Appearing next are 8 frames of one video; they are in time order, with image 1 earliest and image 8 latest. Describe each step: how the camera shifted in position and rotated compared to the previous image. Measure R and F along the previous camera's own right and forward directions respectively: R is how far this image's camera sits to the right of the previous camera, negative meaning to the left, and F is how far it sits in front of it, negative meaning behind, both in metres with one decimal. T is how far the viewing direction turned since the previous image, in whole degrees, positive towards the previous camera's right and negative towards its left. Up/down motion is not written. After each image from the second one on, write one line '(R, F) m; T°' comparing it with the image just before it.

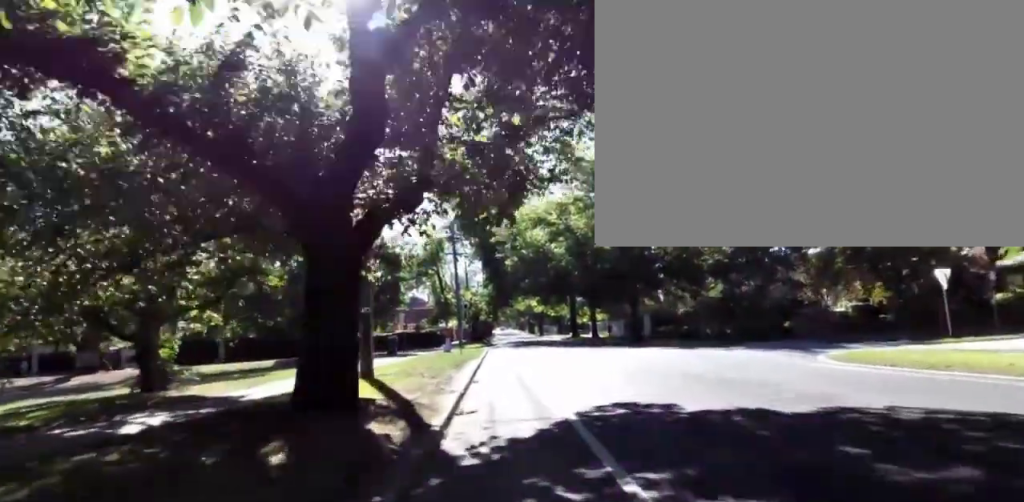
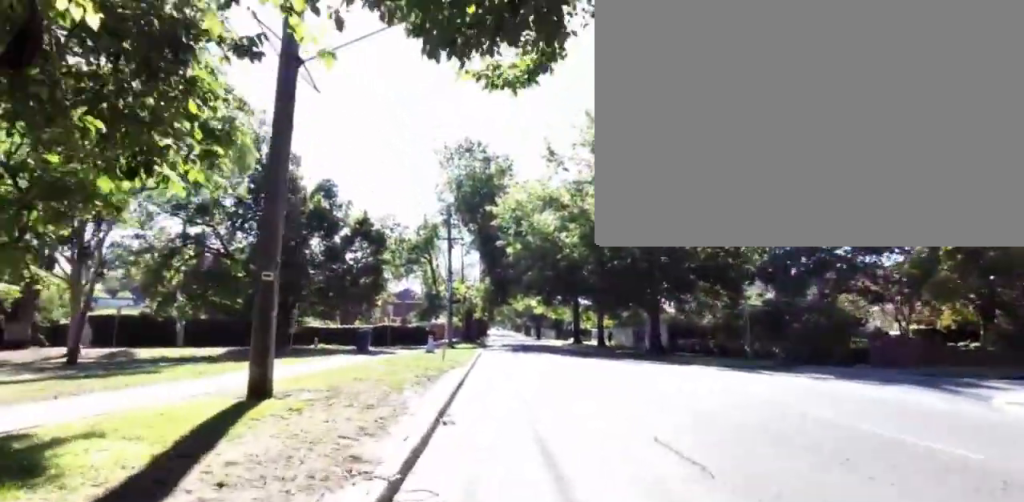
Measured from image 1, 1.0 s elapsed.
(0.0, +6.3) m; 0°
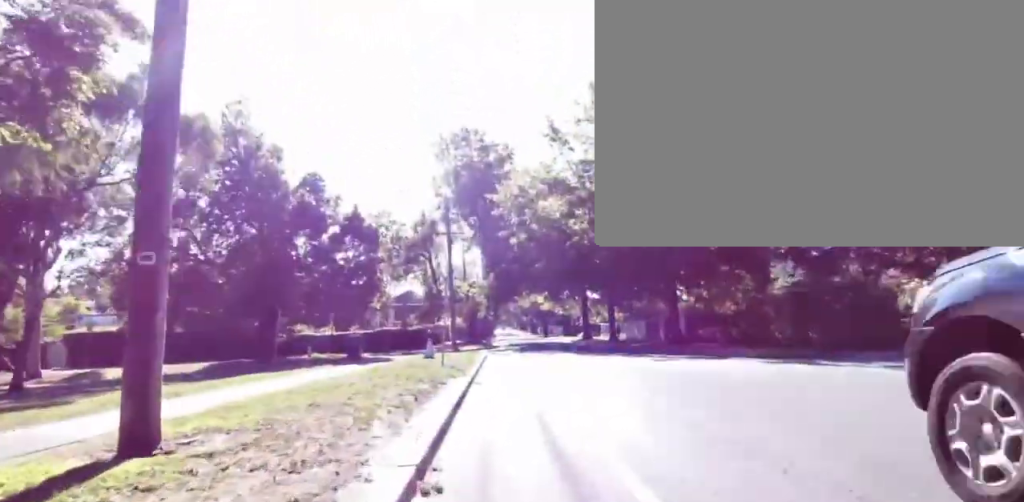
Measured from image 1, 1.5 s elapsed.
(0.0, +3.0) m; 0°
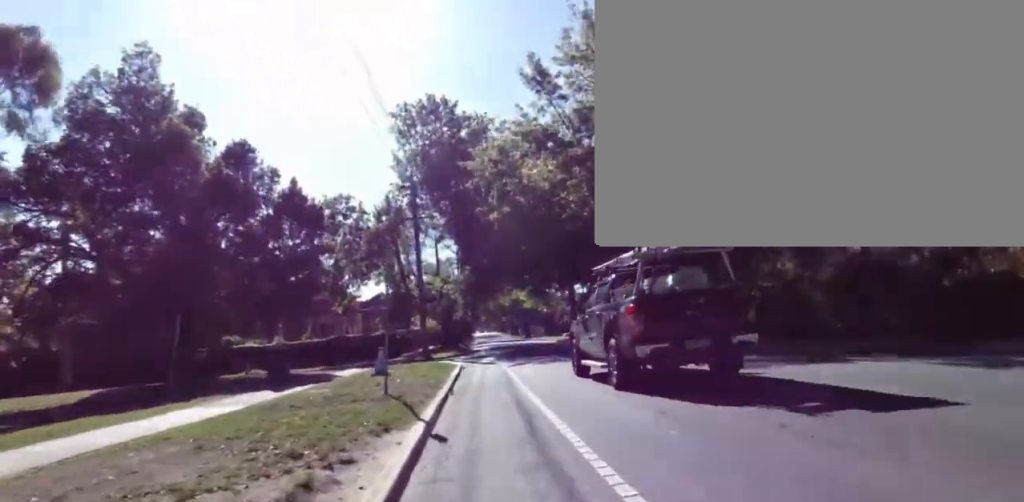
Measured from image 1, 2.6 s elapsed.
(0.0, +7.3) m; -2°
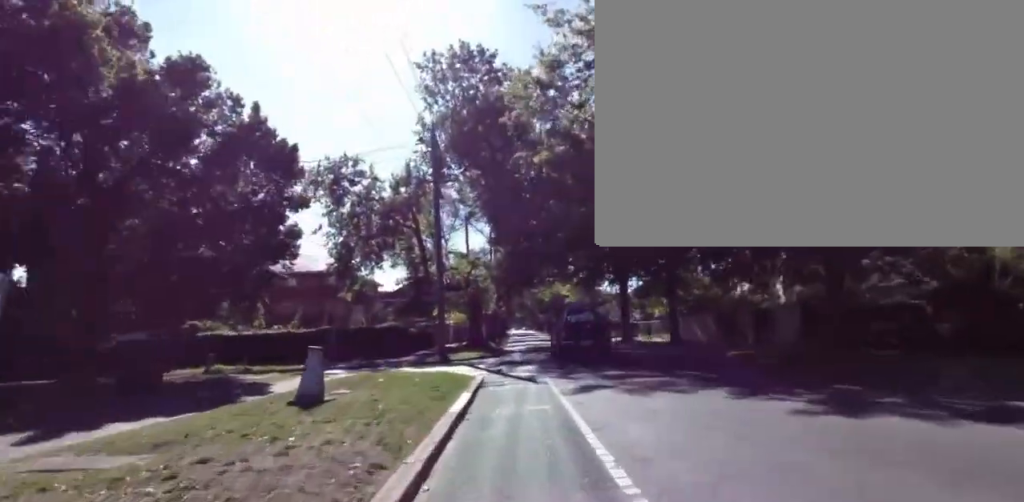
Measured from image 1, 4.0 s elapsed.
(-0.6, +9.8) m; +2°
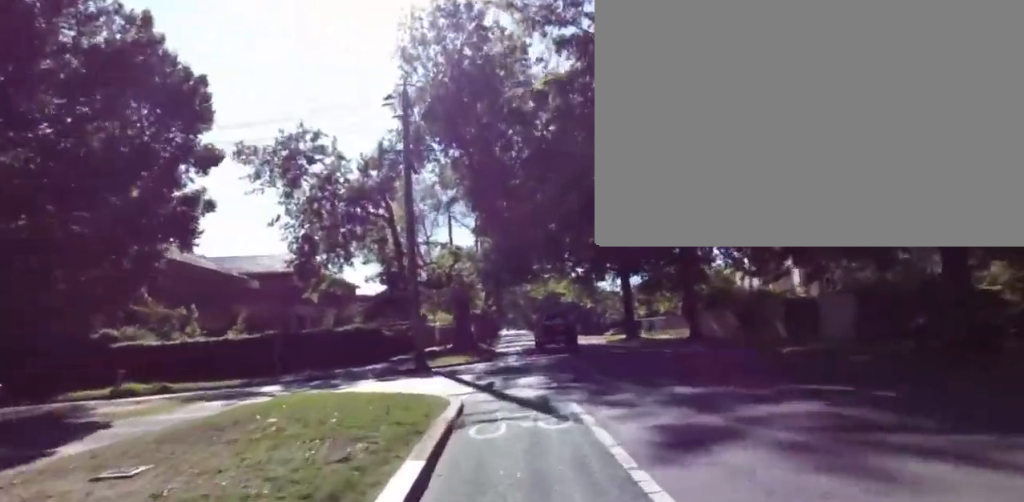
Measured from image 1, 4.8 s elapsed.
(+0.7, +5.8) m; +3°
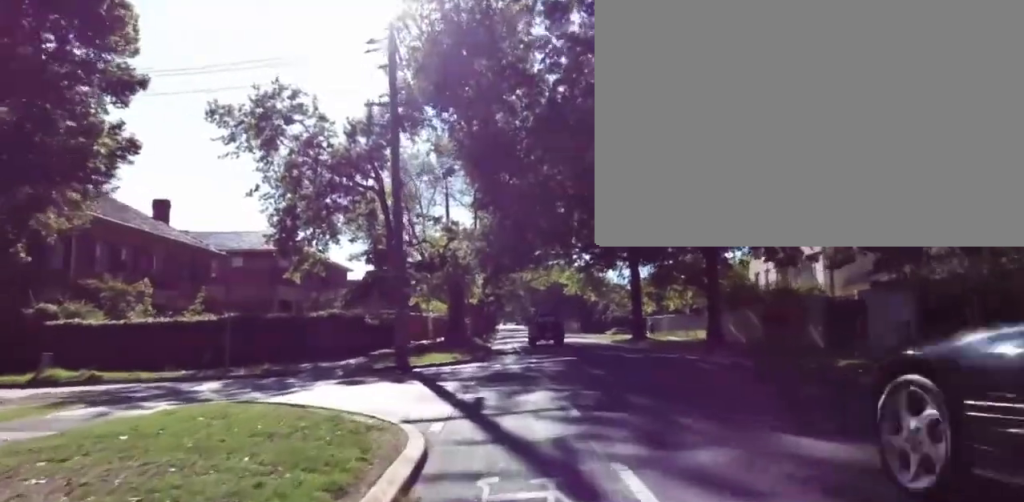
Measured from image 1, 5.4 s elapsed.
(+0.2, +3.4) m; -1°
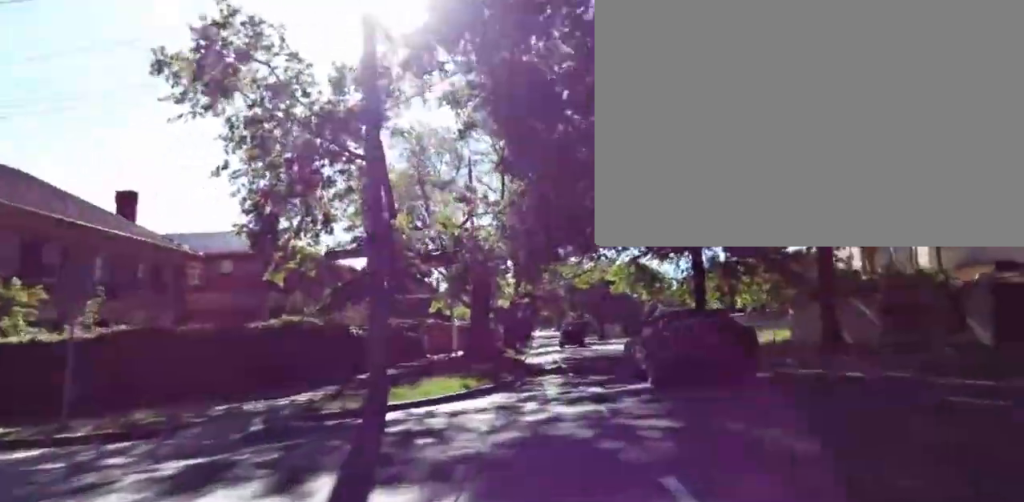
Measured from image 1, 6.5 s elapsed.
(-0.8, +6.7) m; -5°
